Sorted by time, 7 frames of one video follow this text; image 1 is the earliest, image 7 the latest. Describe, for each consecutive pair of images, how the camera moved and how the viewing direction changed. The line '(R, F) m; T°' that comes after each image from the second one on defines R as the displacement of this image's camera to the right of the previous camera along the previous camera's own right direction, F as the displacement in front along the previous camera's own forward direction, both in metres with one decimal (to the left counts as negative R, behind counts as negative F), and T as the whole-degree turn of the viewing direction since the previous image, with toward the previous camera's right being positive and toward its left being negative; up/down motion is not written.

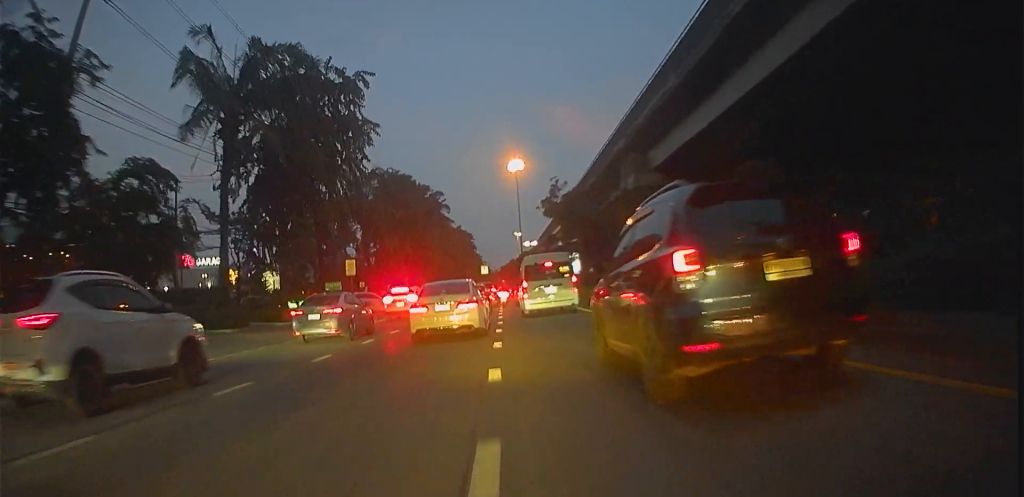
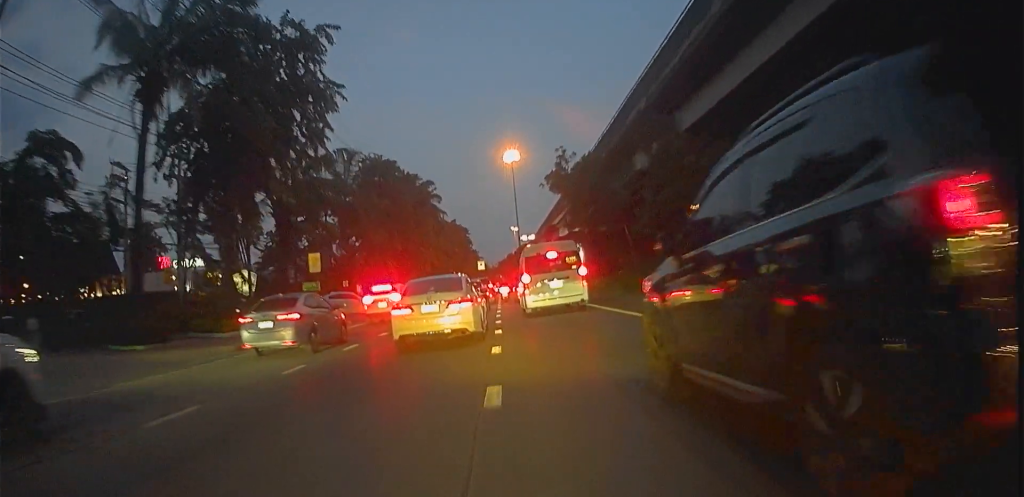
(-0.1, +5.8) m; +1°
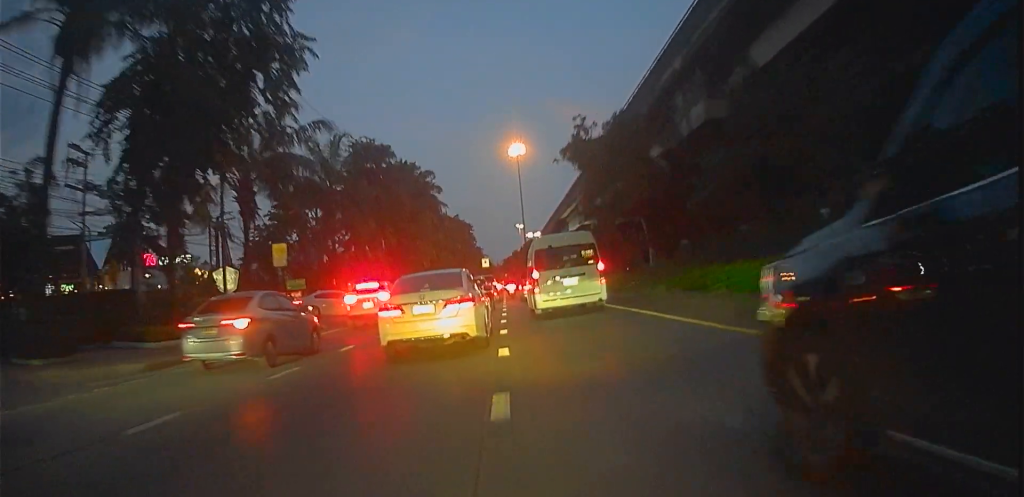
(-0.2, +4.7) m; +1°
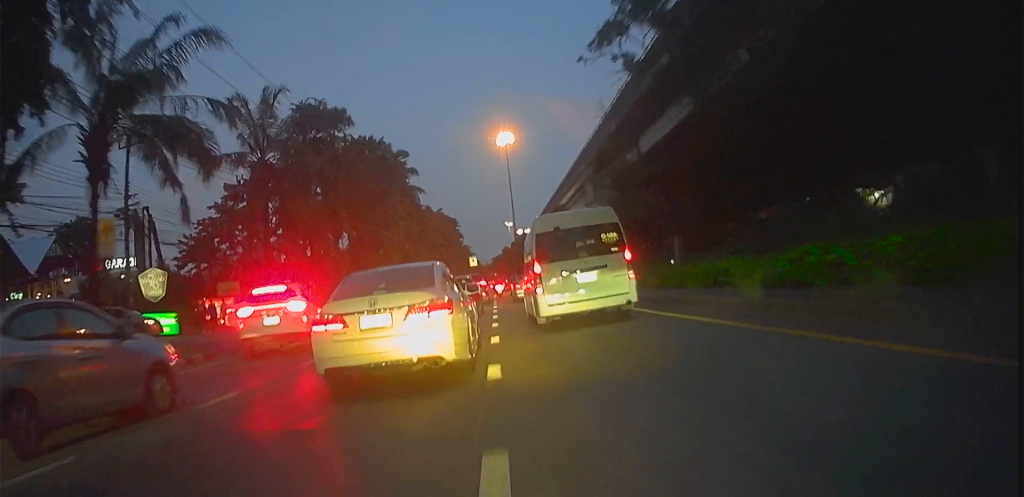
(+0.5, +9.9) m; -1°
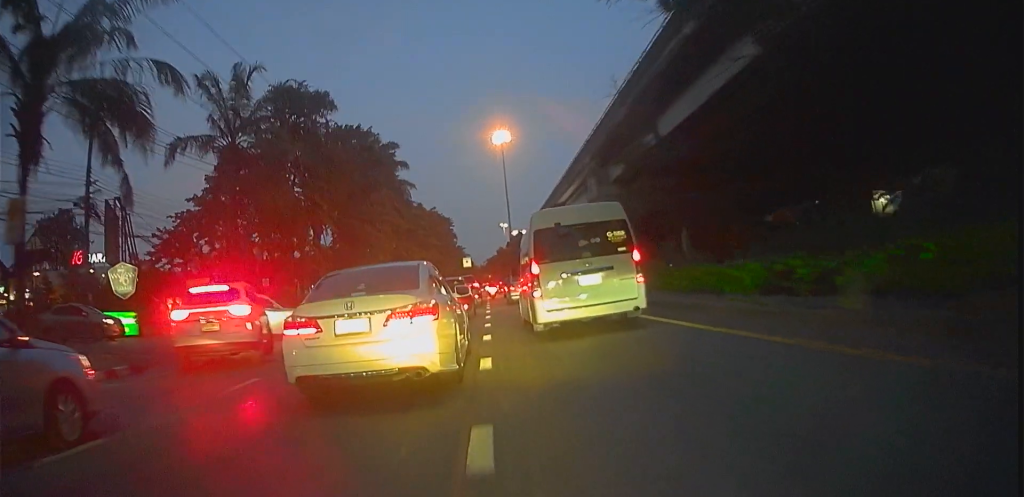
(-0.3, +3.3) m; -1°
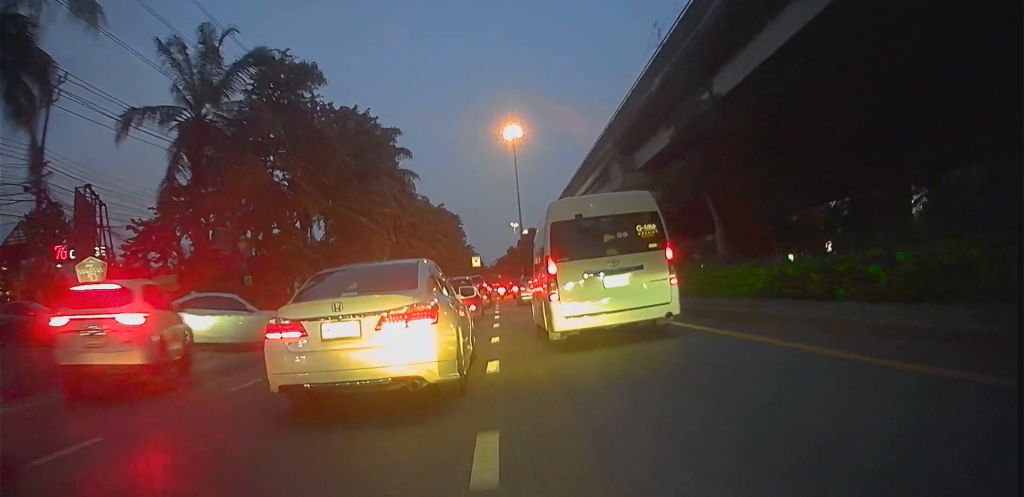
(-0.3, +4.9) m; -2°
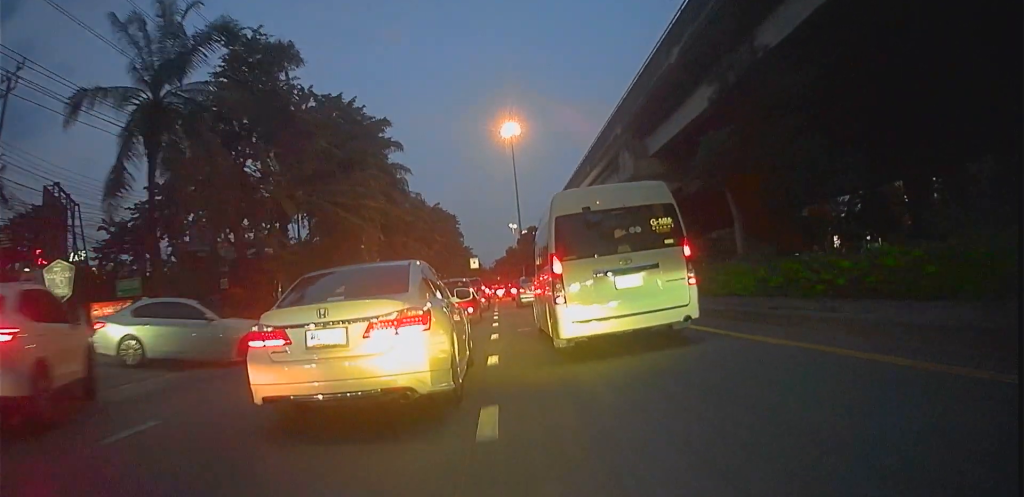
(+0.2, +3.3) m; 0°
